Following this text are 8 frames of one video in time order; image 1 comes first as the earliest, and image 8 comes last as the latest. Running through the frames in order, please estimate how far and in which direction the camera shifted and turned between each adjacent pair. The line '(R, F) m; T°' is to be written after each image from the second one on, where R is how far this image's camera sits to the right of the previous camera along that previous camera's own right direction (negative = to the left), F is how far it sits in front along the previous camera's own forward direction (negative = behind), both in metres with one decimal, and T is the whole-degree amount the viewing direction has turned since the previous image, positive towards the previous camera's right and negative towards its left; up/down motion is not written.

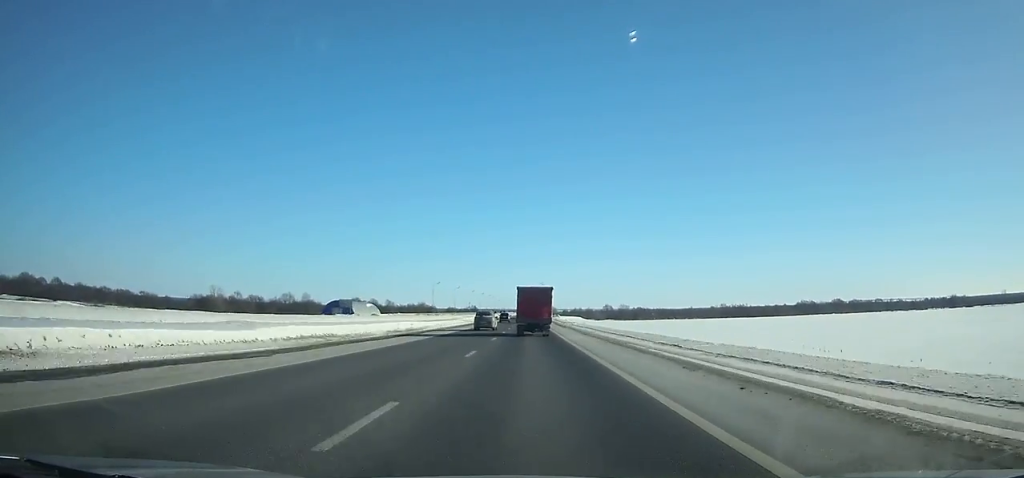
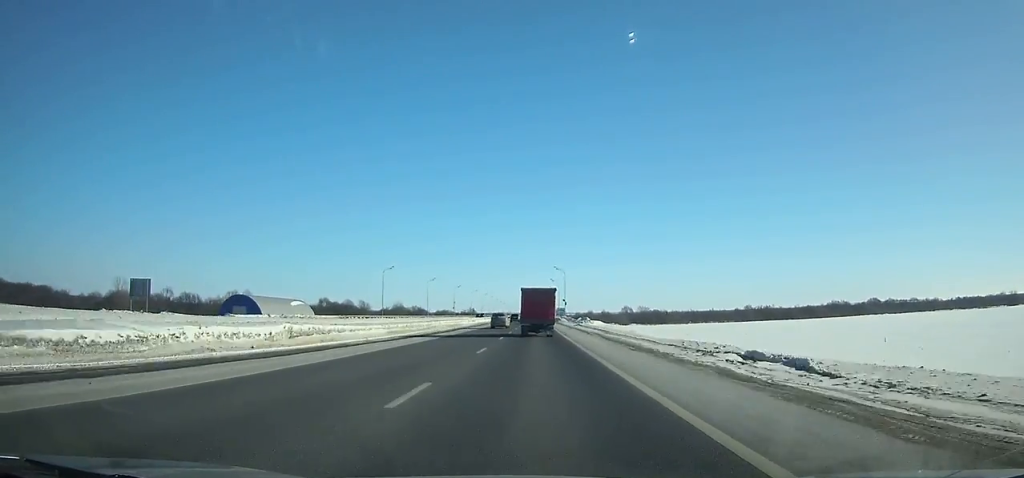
(-0.3, +81.3) m; 0°
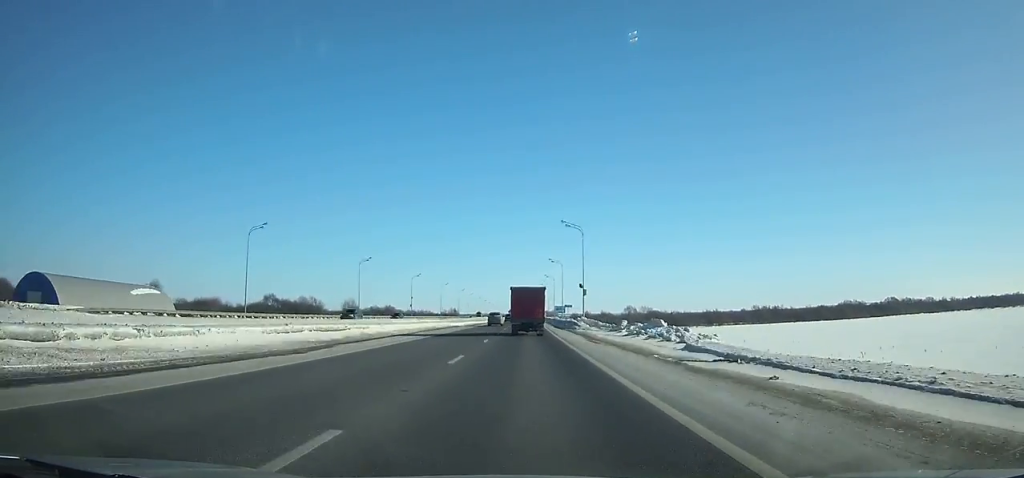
(0.0, +63.6) m; 0°
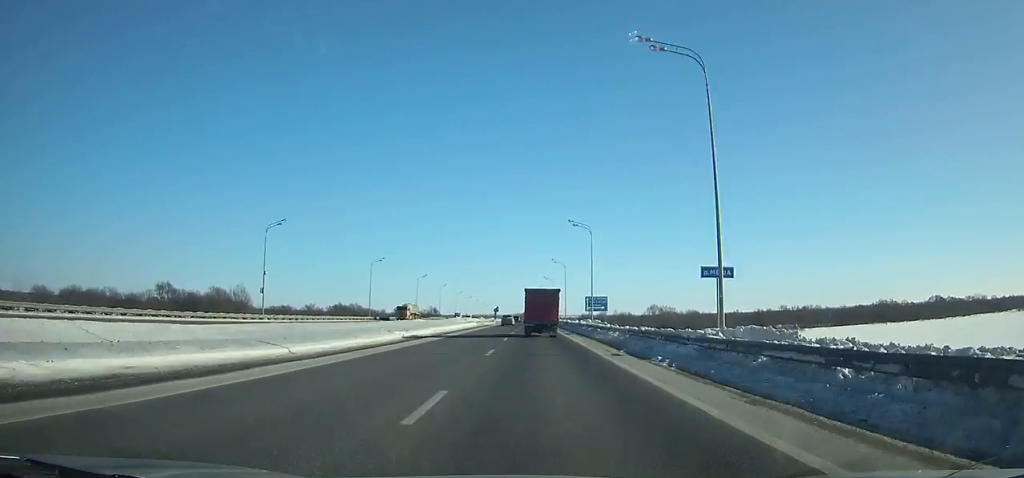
(0.0, +92.6) m; 0°
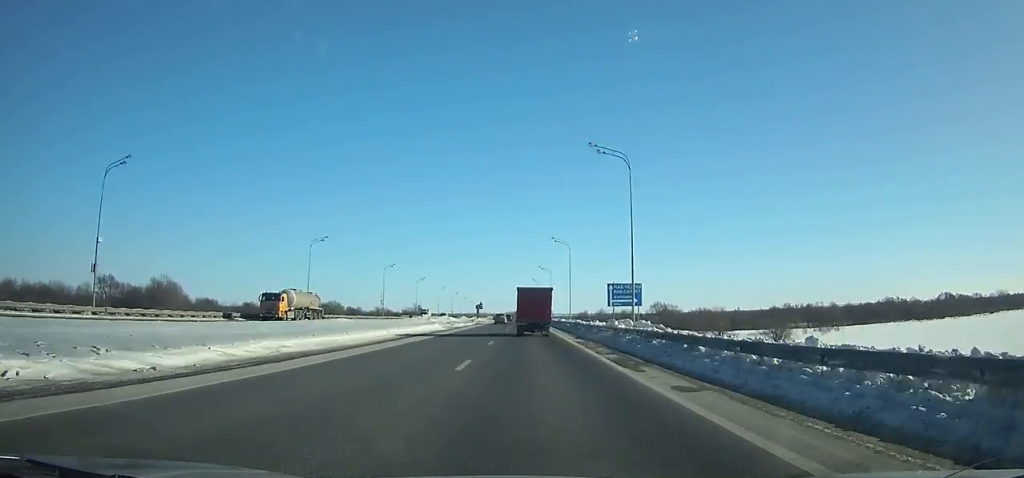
(+0.1, +29.2) m; 0°
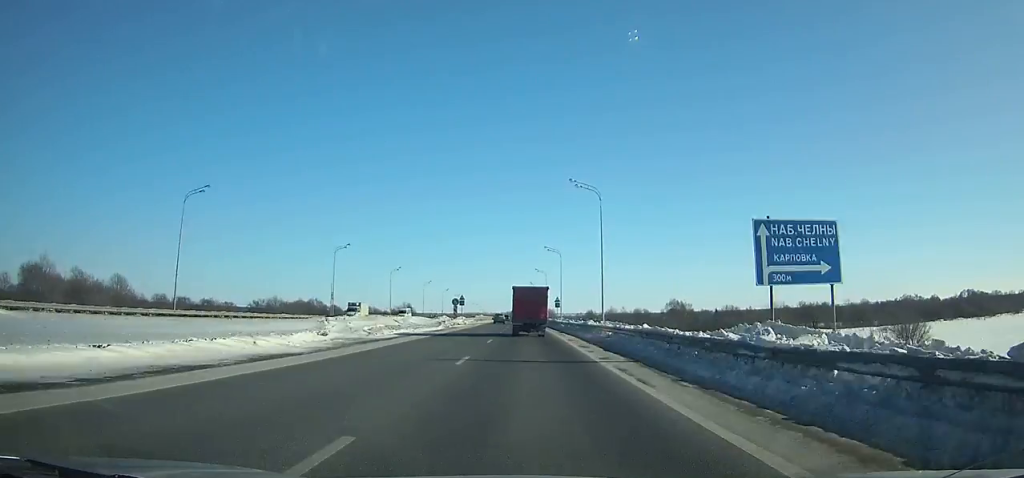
(+0.3, +33.9) m; 0°
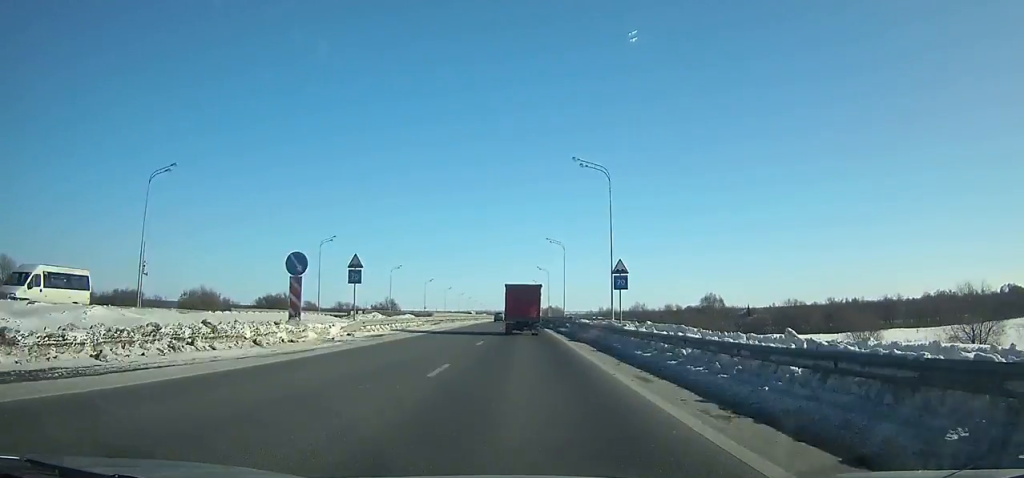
(0.0, +50.8) m; 0°
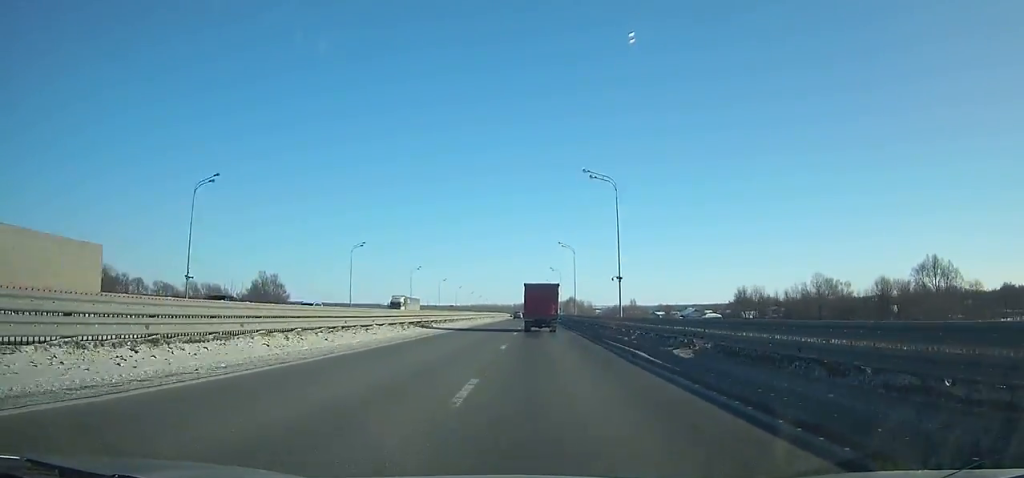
(-1.2, +135.2) m; -1°
